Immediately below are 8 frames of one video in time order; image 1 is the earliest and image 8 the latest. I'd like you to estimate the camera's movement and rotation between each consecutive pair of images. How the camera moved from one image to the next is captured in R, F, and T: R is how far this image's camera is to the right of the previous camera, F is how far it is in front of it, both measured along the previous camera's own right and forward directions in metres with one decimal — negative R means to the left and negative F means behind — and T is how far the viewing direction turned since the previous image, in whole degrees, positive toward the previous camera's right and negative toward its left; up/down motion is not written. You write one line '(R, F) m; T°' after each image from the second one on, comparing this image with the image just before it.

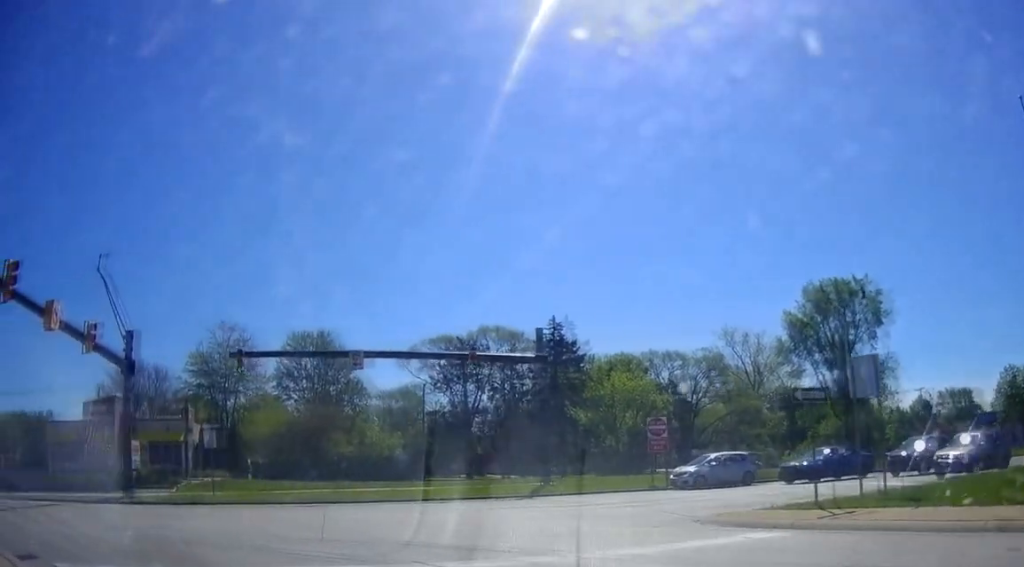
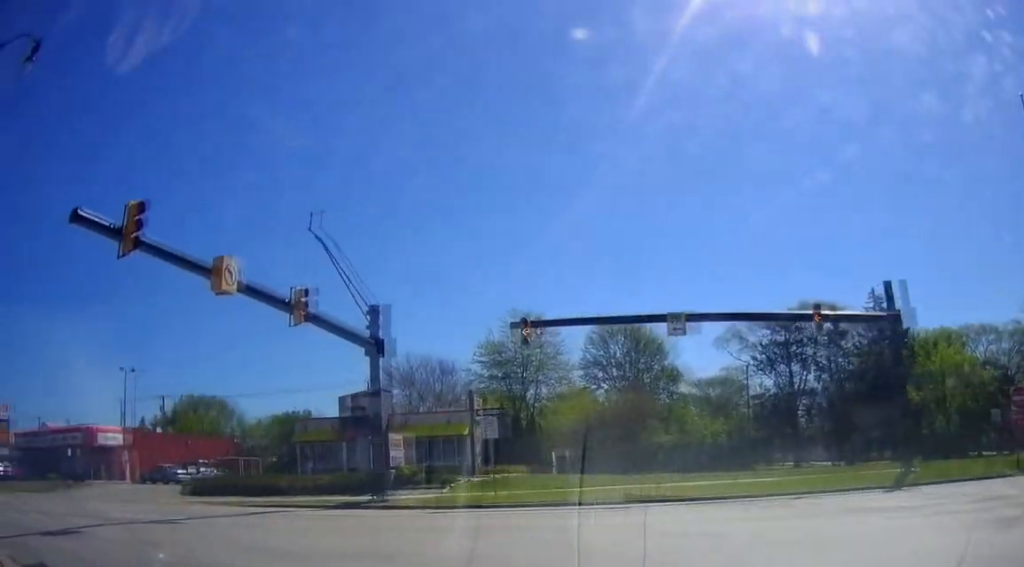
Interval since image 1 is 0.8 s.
(-1.9, +5.1) m; -22°
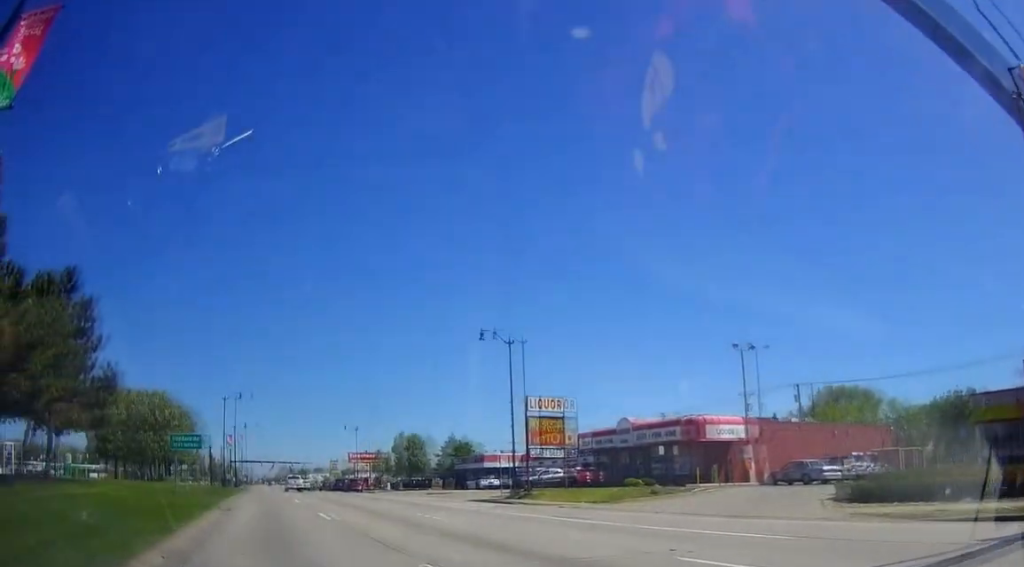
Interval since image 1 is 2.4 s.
(-2.0, +9.8) m; -31°
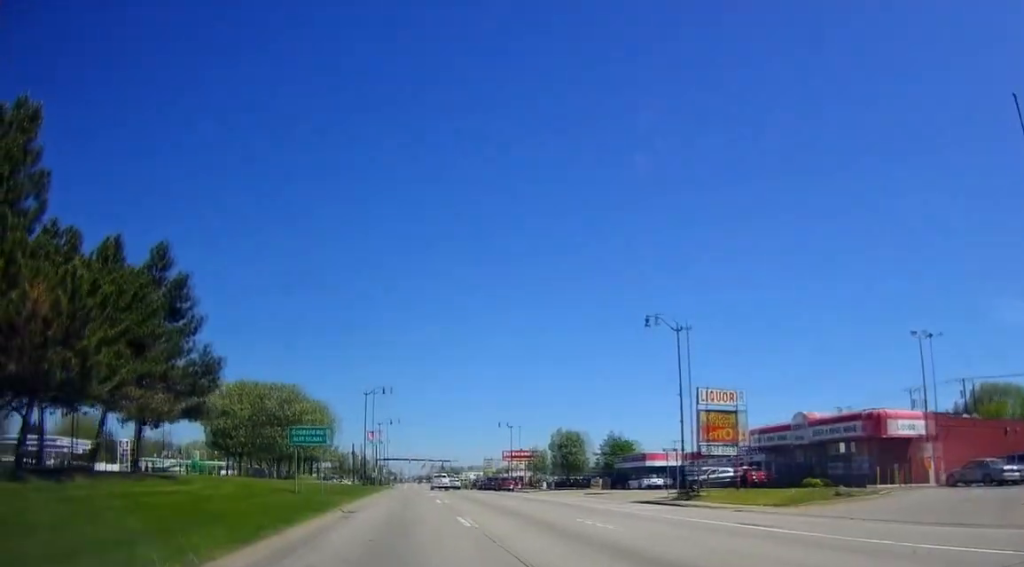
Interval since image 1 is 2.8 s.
(-0.4, +2.5) m; -18°
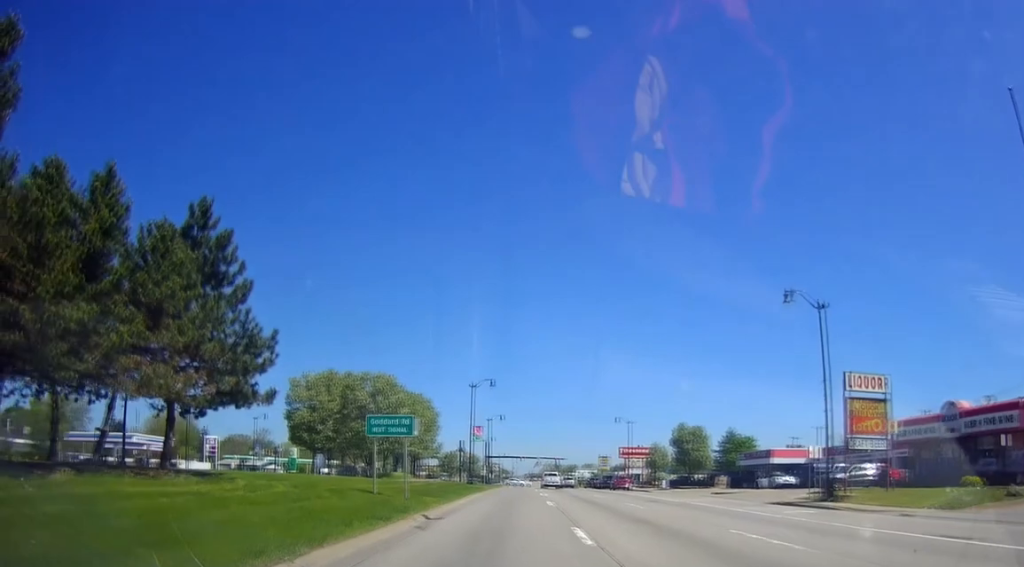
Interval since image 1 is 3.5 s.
(-0.9, +4.0) m; -16°
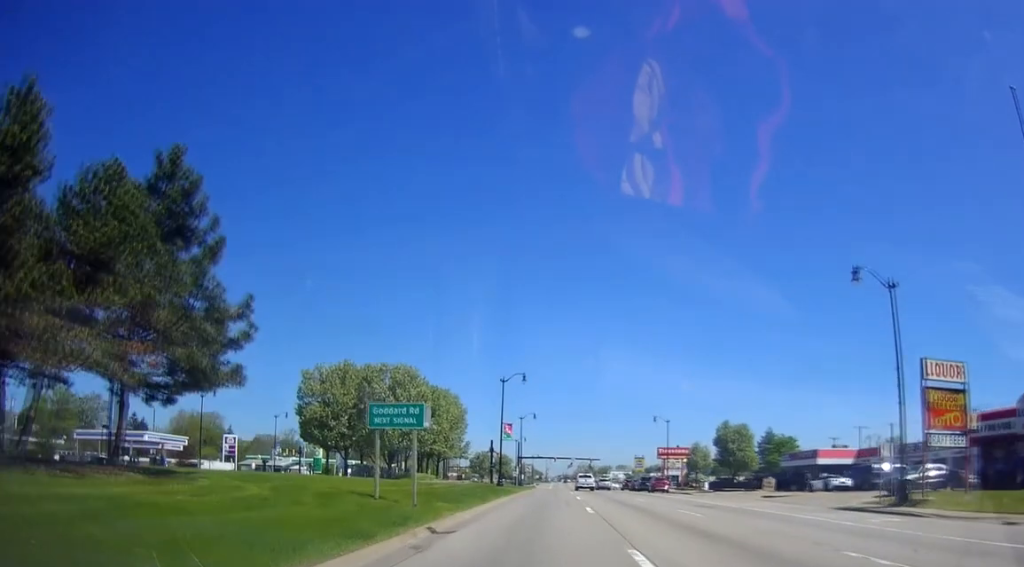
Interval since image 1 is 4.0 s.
(-0.8, +4.3) m; -6°
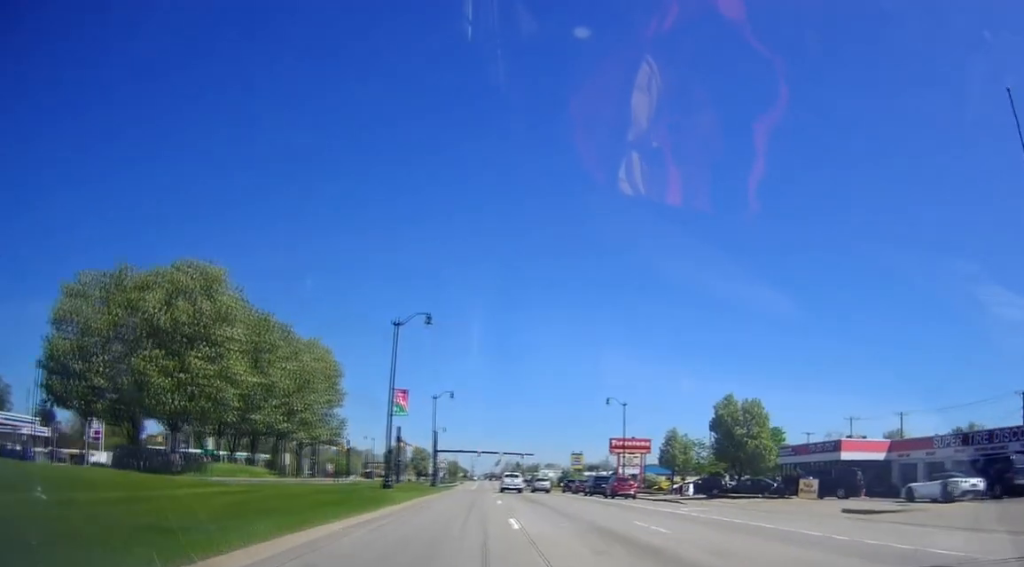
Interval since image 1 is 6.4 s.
(+1.0, +23.6) m; +6°
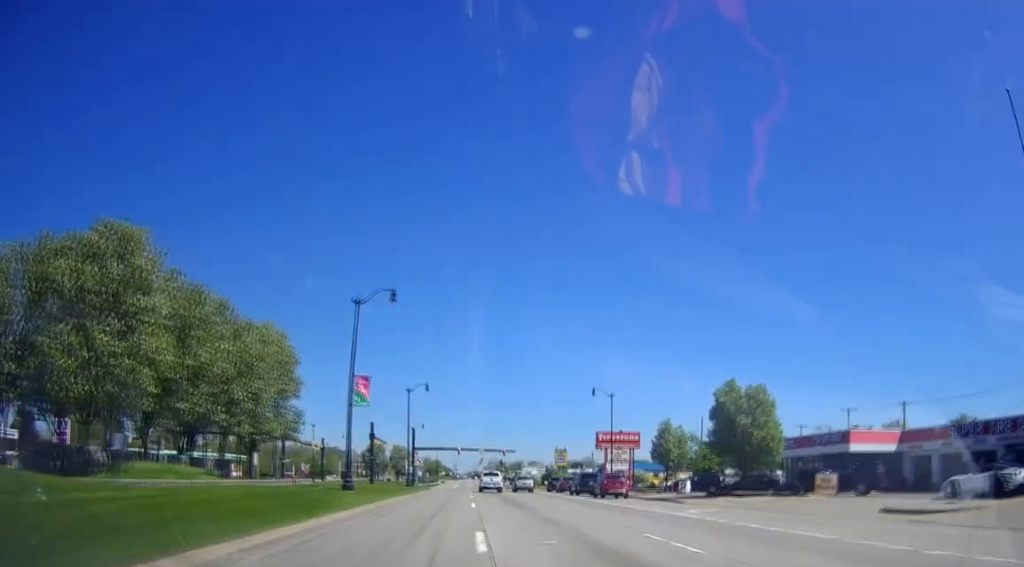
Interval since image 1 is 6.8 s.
(+0.3, +5.0) m; 0°
